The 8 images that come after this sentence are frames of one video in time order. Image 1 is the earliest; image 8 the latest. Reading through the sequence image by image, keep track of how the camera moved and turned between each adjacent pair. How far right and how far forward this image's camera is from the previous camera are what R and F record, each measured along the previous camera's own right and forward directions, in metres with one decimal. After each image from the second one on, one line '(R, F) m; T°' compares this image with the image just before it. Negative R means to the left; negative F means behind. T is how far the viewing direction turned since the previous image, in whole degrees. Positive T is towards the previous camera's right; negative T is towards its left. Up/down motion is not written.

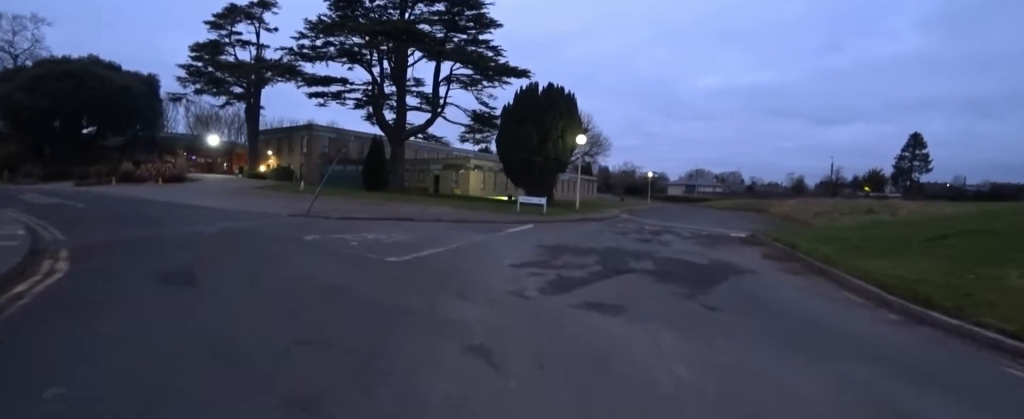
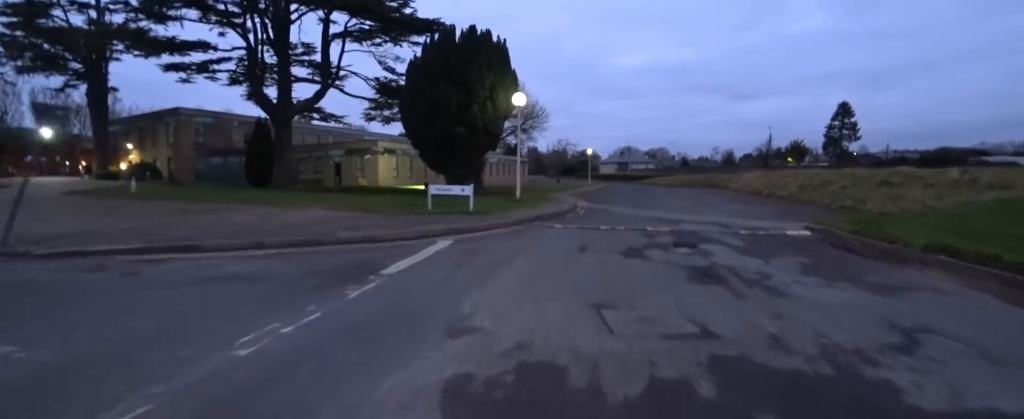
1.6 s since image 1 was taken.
(+0.2, +5.9) m; +2°
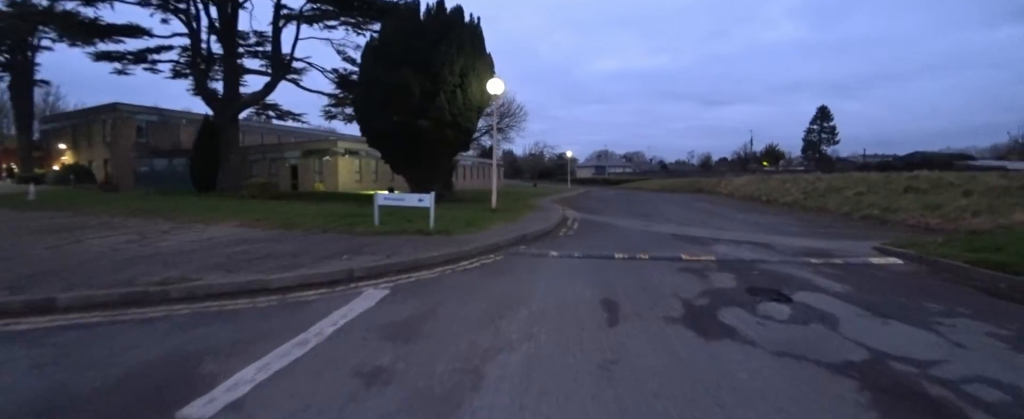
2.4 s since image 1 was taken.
(0.0, +2.8) m; 0°
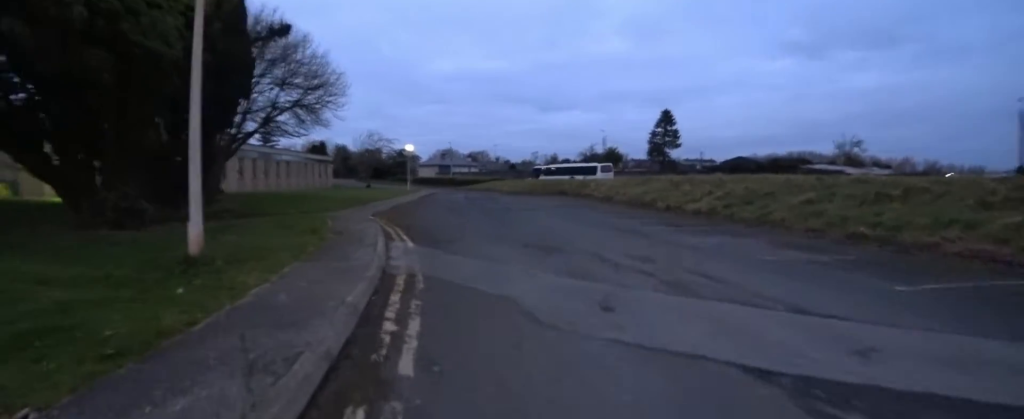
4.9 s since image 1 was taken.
(+1.1, +9.0) m; +10°
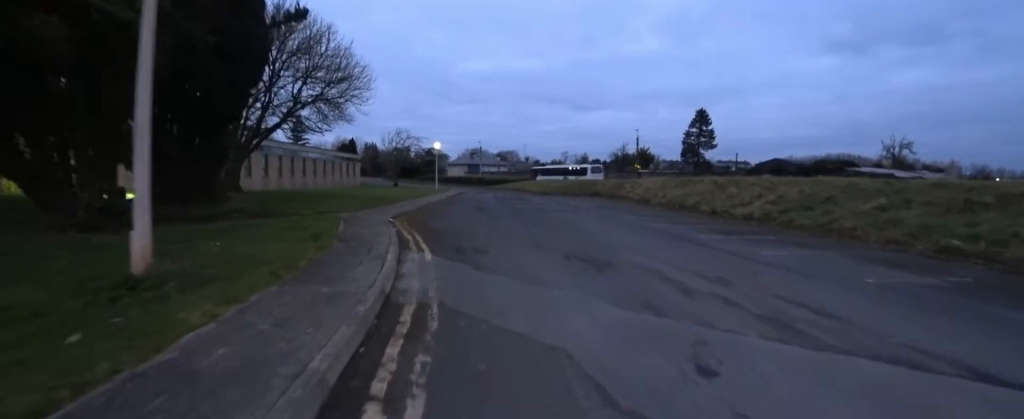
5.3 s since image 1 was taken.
(0.0, +1.6) m; -4°
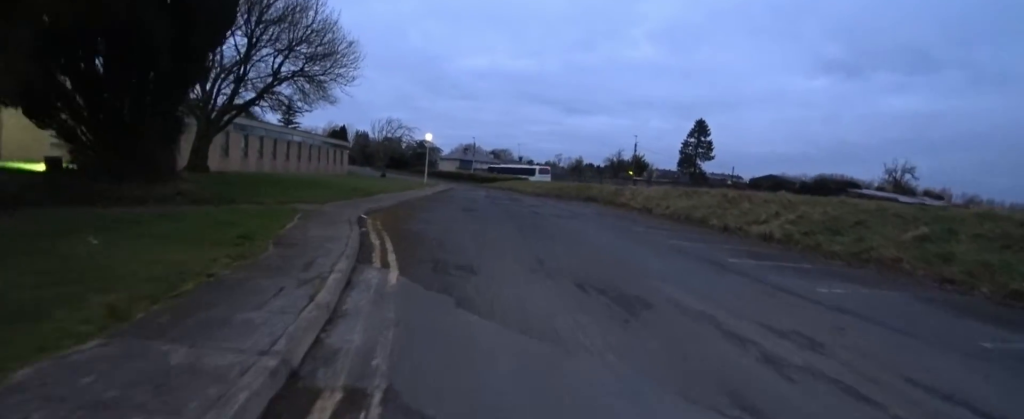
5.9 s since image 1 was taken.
(-0.1, +2.1) m; -3°
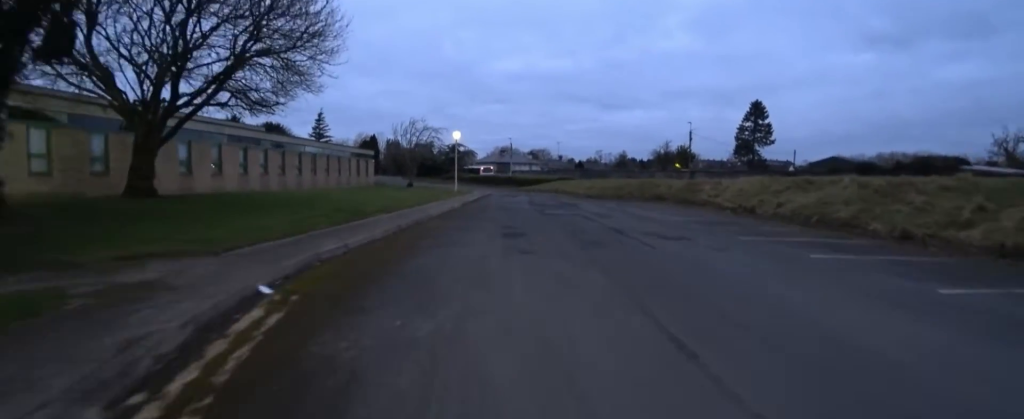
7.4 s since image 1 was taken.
(0.0, +6.2) m; +9°
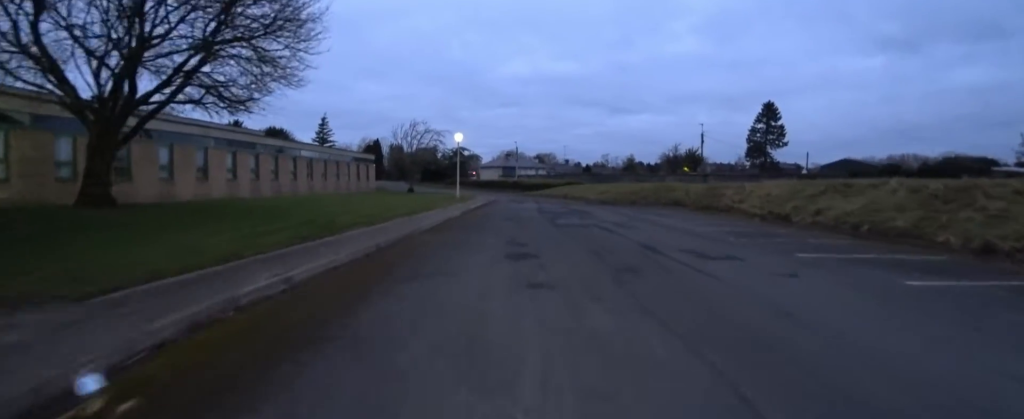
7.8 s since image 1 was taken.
(+0.1, +2.0) m; +5°
